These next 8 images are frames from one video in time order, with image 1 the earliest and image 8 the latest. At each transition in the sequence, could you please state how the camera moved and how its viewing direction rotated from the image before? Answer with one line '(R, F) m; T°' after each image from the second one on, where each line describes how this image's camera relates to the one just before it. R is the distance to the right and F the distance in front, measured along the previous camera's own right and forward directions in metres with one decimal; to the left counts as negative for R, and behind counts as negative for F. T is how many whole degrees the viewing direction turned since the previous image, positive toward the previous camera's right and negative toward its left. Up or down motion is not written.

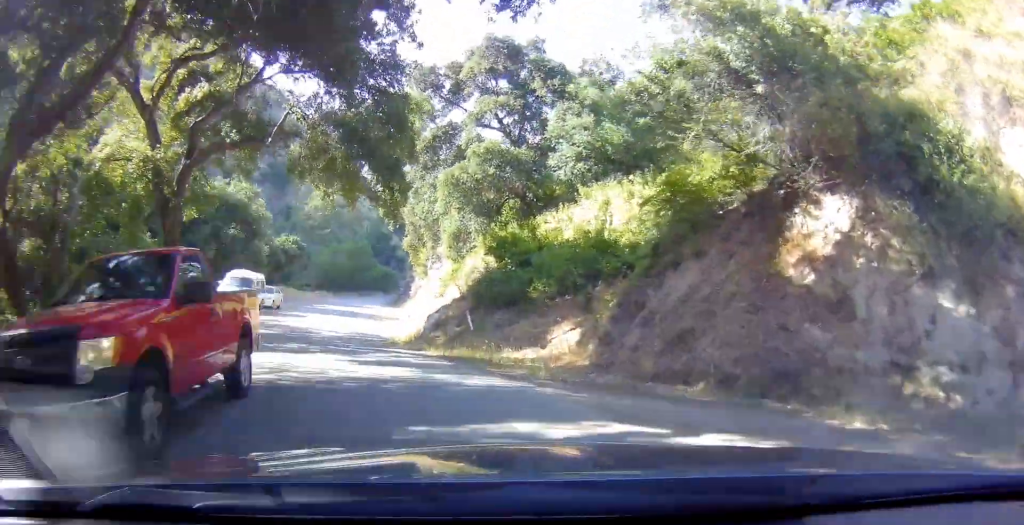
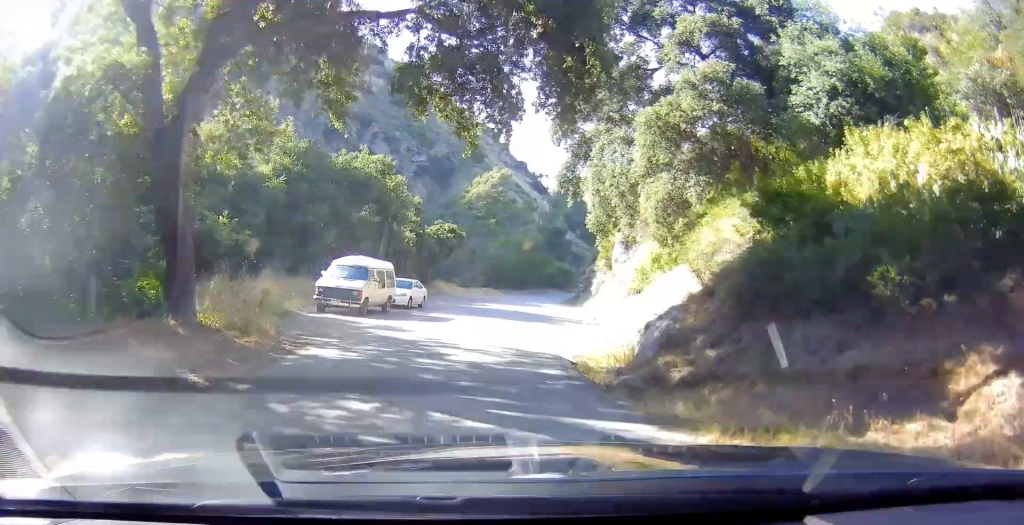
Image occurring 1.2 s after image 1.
(-0.3, +11.0) m; -15°
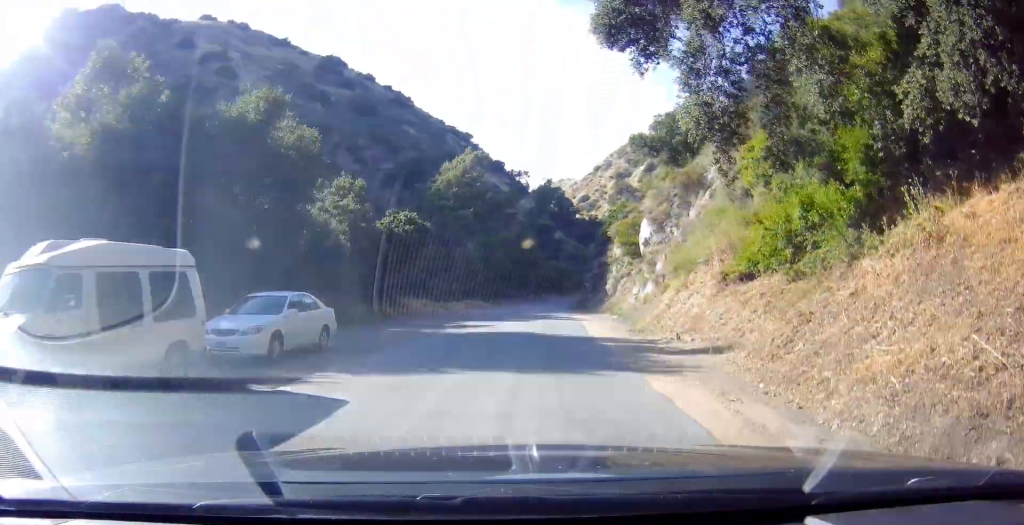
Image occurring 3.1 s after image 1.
(-4.2, +16.6) m; -12°
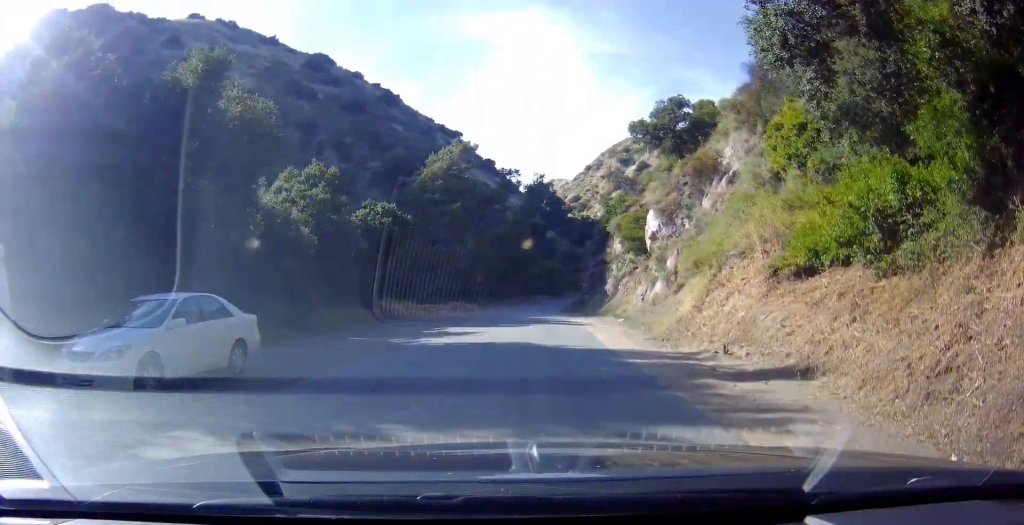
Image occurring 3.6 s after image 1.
(+0.1, +4.5) m; +2°
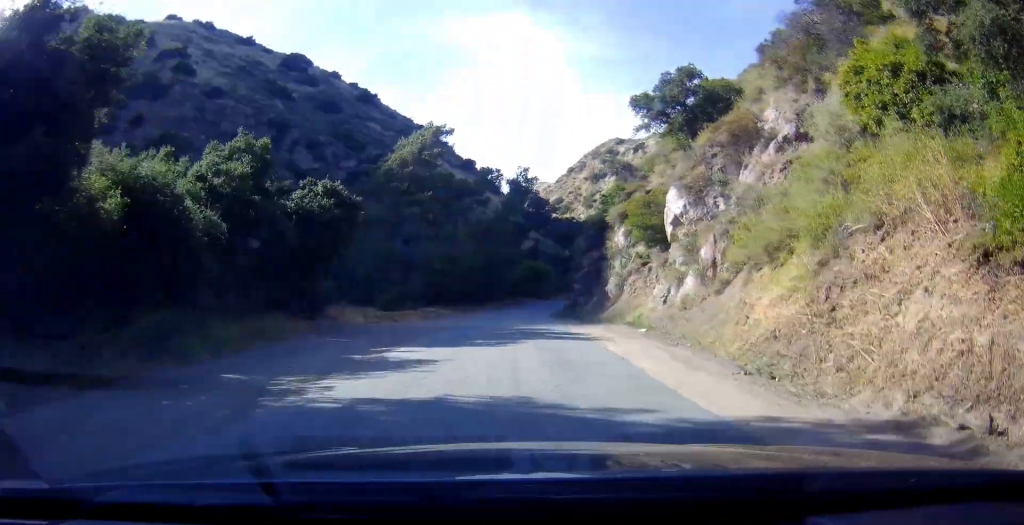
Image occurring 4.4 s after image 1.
(+0.3, +7.8) m; +3°
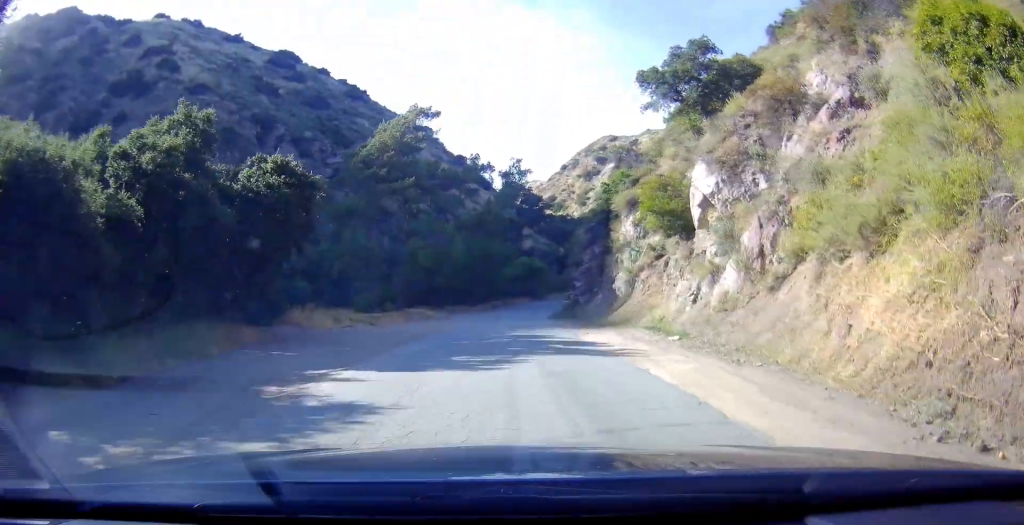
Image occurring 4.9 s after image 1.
(0.0, +5.3) m; 0°
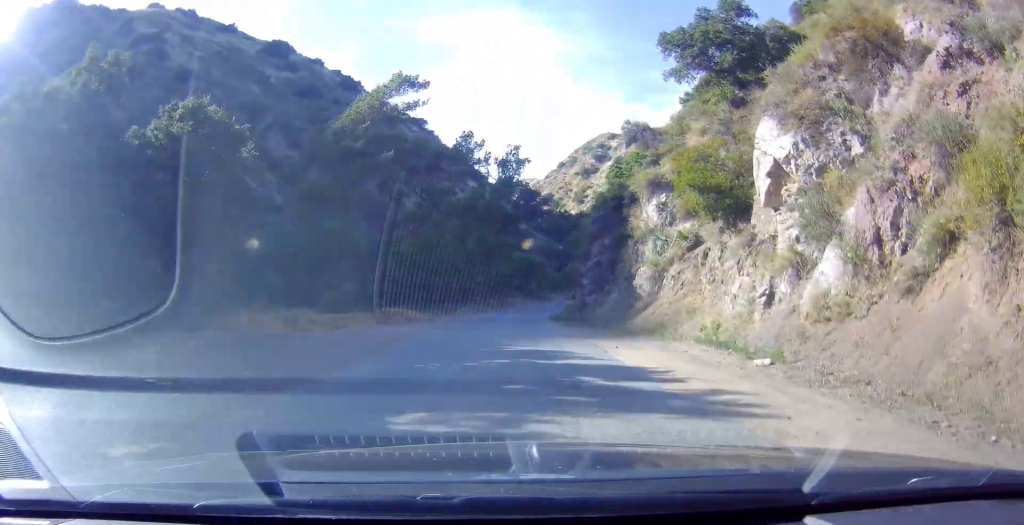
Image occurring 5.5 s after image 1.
(0.0, +6.3) m; 0°
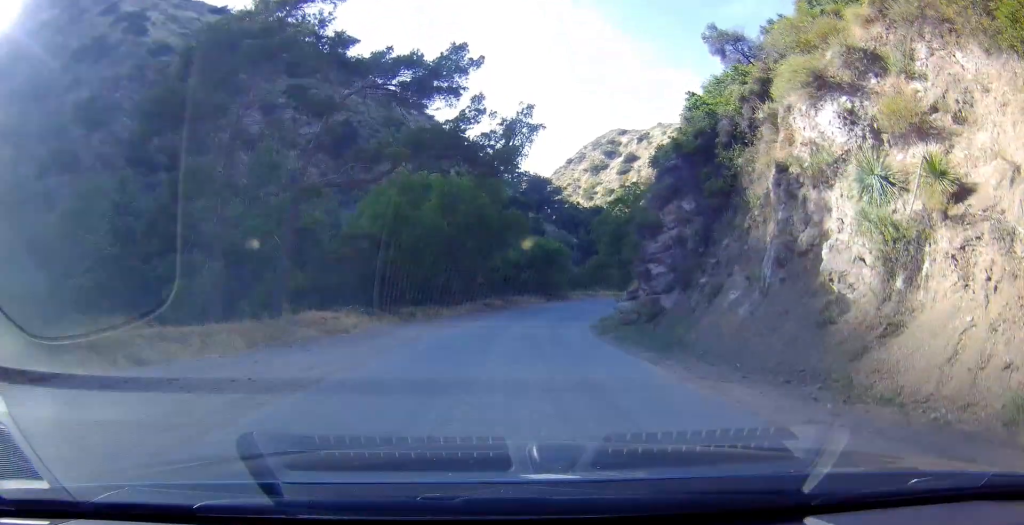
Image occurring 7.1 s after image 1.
(+0.1, +17.7) m; 0°
